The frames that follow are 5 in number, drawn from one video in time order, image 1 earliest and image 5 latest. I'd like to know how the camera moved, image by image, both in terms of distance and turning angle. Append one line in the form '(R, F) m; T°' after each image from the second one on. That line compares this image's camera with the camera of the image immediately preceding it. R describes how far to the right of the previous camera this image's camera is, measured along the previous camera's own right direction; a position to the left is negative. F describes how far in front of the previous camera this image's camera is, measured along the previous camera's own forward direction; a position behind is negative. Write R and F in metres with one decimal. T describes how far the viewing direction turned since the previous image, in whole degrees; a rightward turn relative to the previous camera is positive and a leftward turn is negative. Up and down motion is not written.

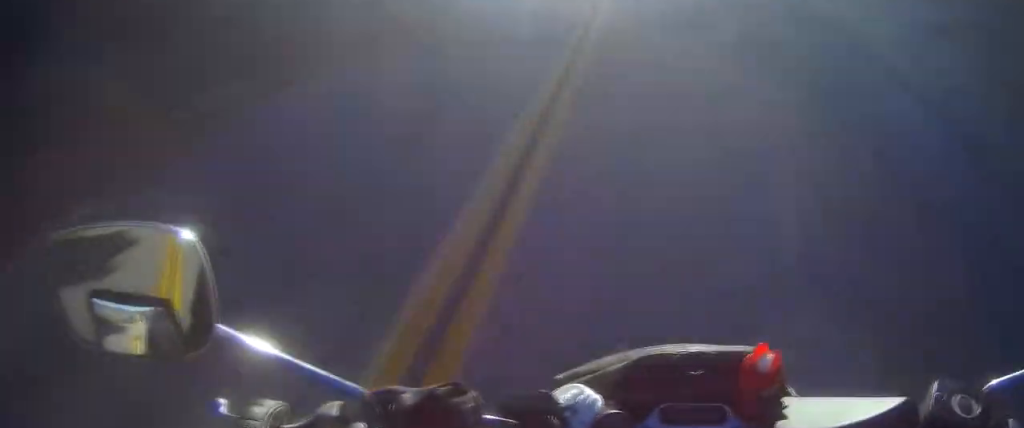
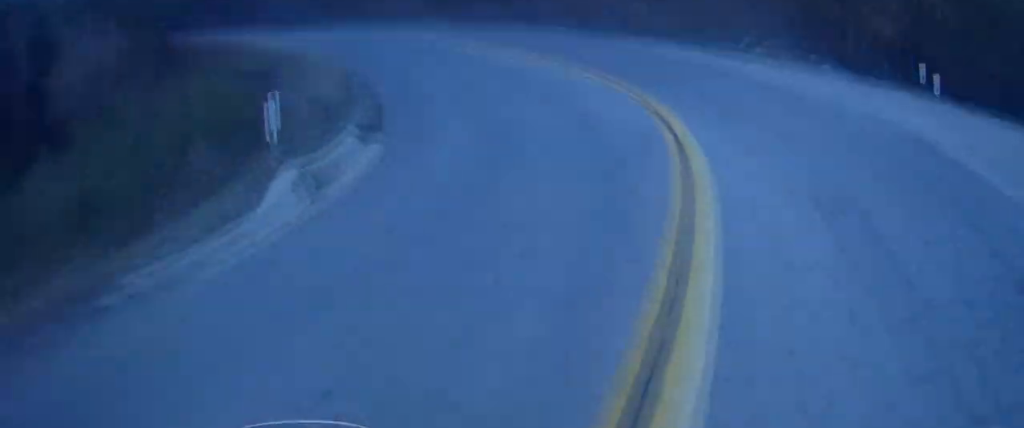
(-0.1, +11.1) m; -5°
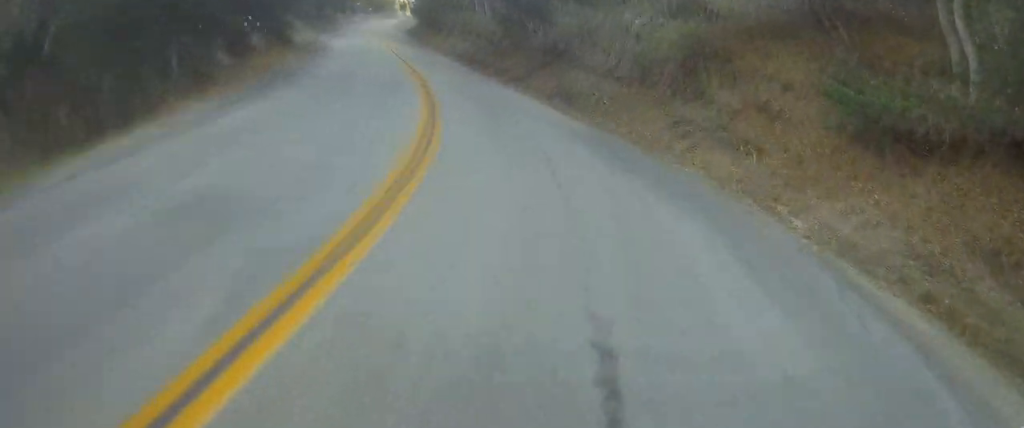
(-6.3, +24.2) m; -38°
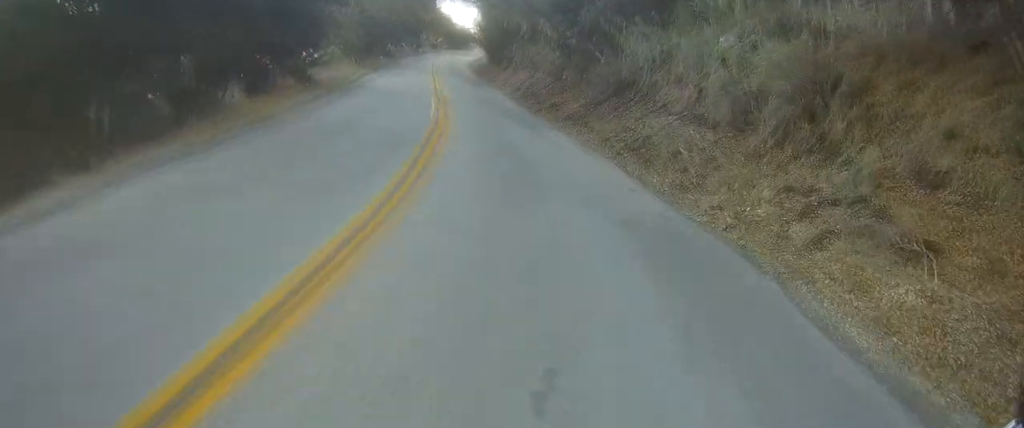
(-0.2, +4.3) m; -13°
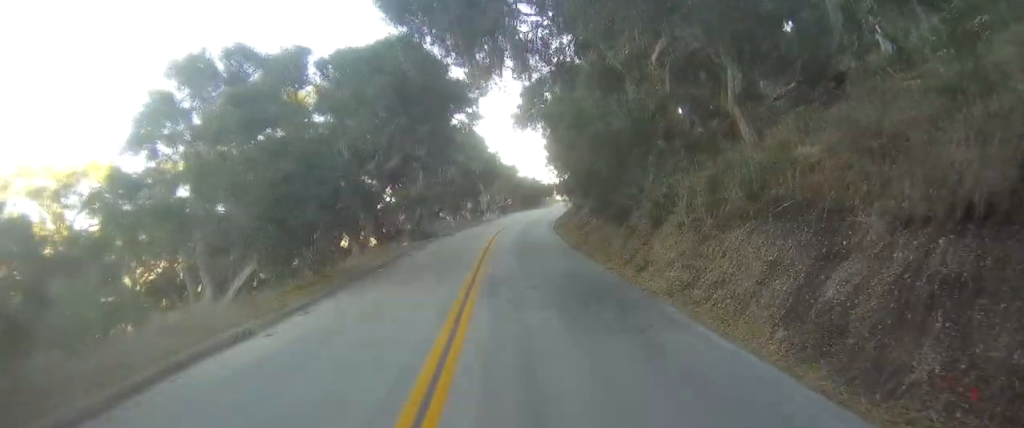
(-10.4, +21.4) m; -35°
